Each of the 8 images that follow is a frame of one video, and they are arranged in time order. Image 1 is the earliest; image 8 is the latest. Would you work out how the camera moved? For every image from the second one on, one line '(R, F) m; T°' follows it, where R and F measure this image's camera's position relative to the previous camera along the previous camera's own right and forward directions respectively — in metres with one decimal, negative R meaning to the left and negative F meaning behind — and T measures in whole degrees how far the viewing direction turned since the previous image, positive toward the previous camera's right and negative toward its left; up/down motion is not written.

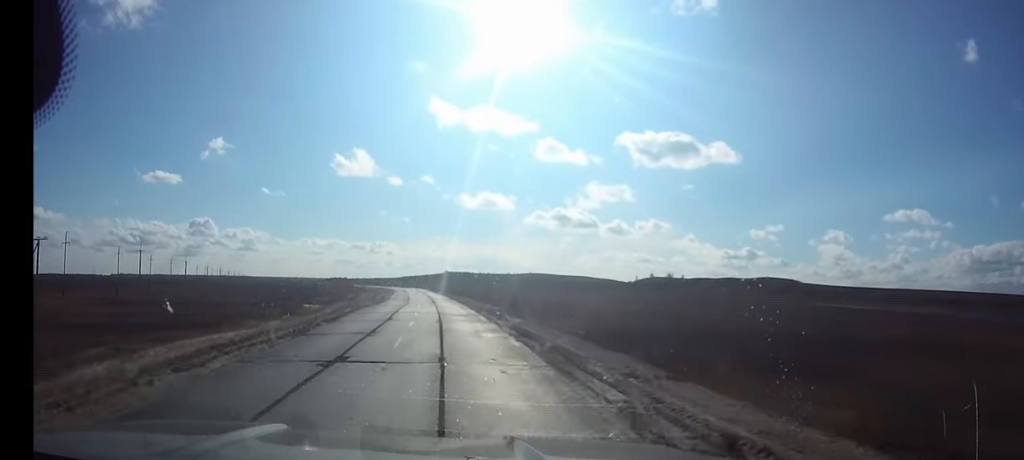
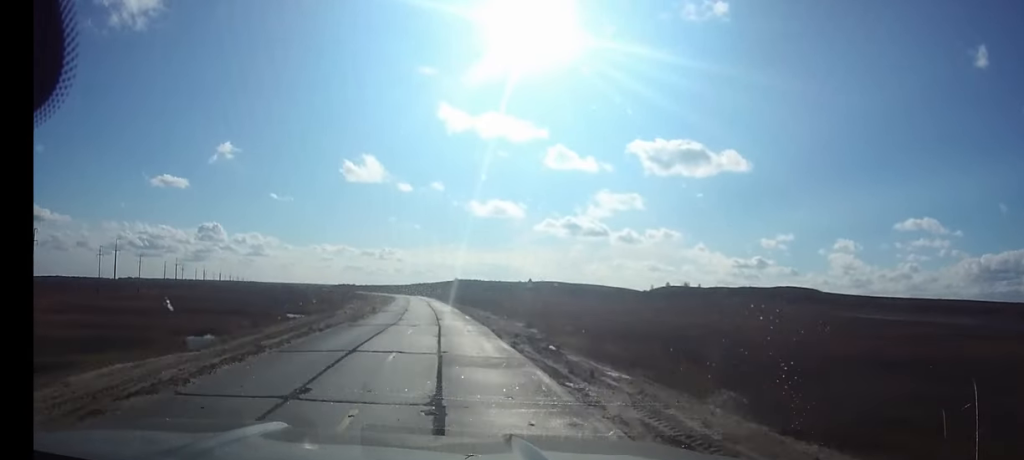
(-0.3, +15.2) m; -1°
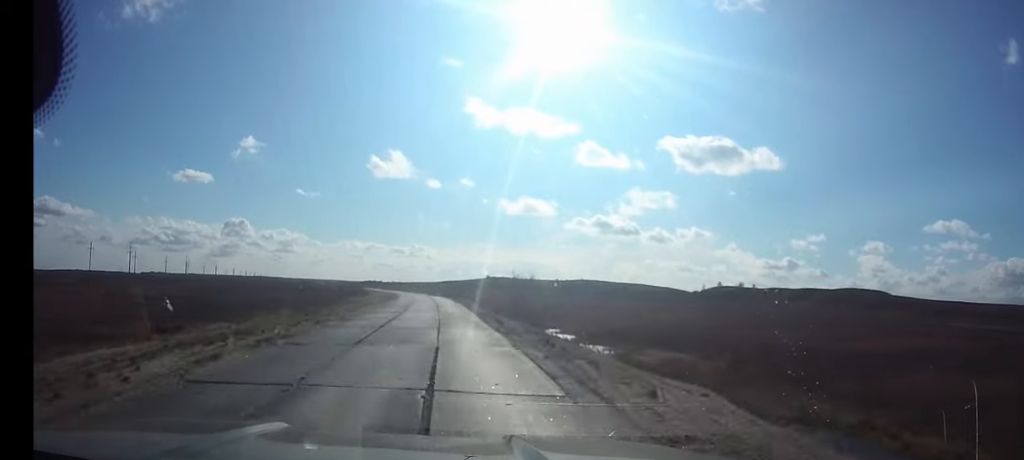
(-1.0, +47.3) m; -2°
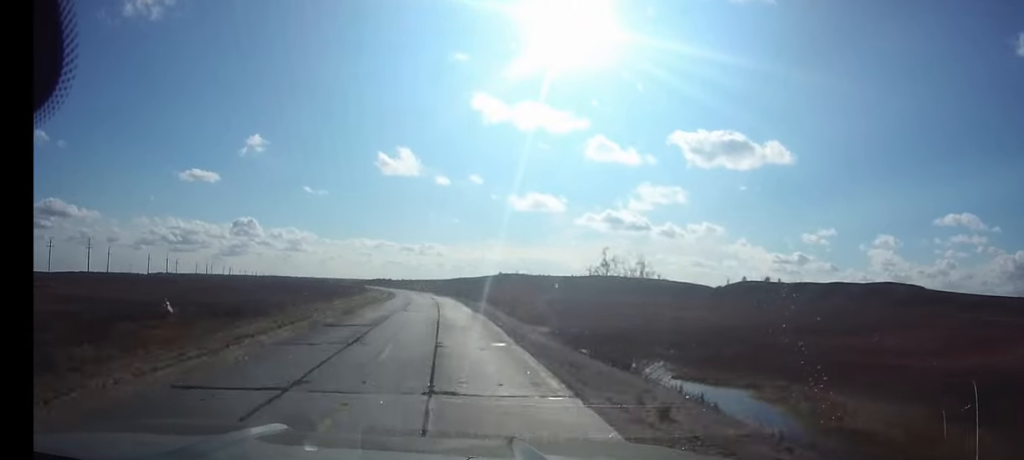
(-0.2, +23.8) m; -1°
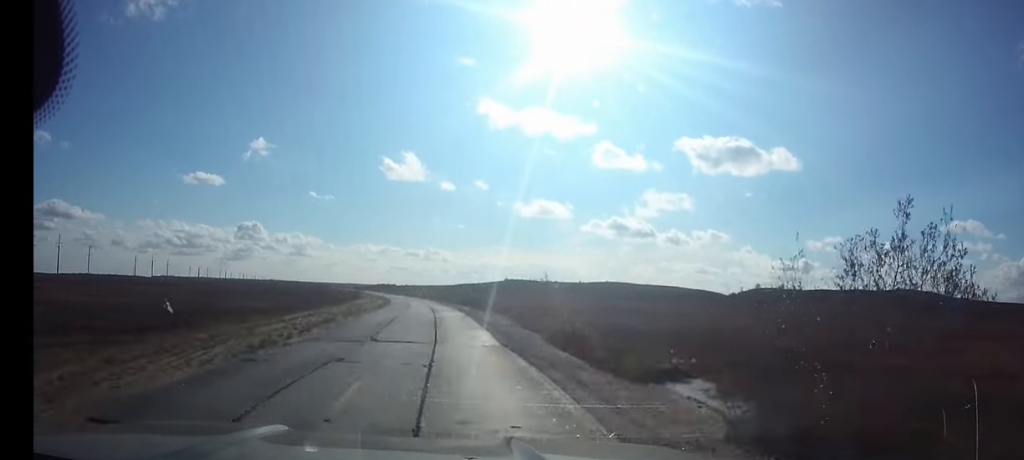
(-0.1, +13.4) m; -1°
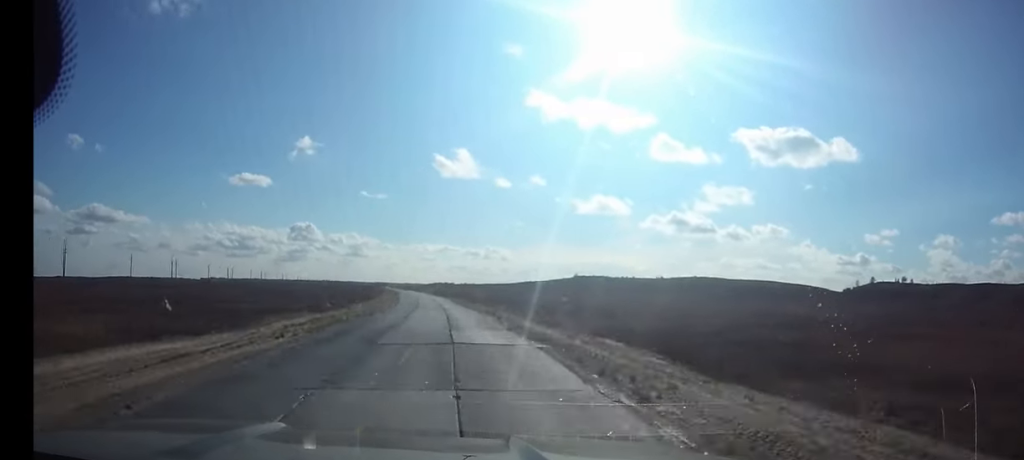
(-3.3, +74.4) m; -5°
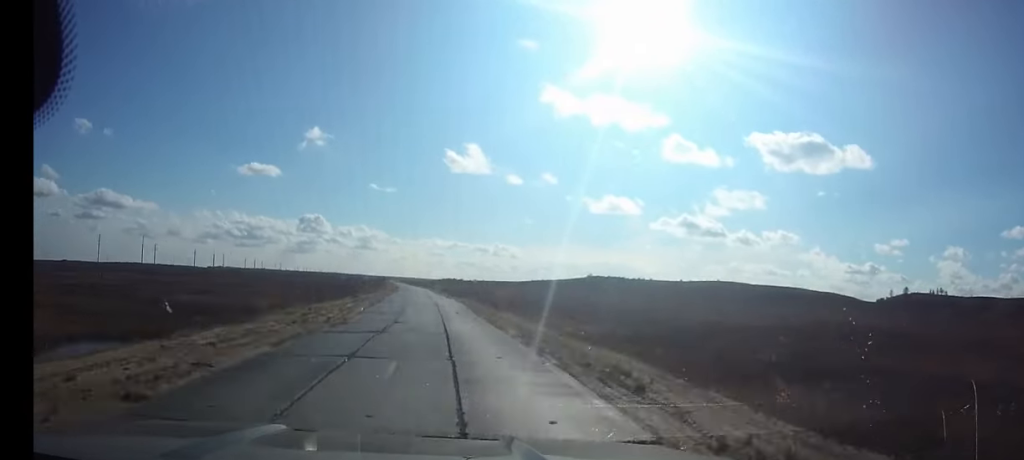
(-0.4, +26.2) m; -2°
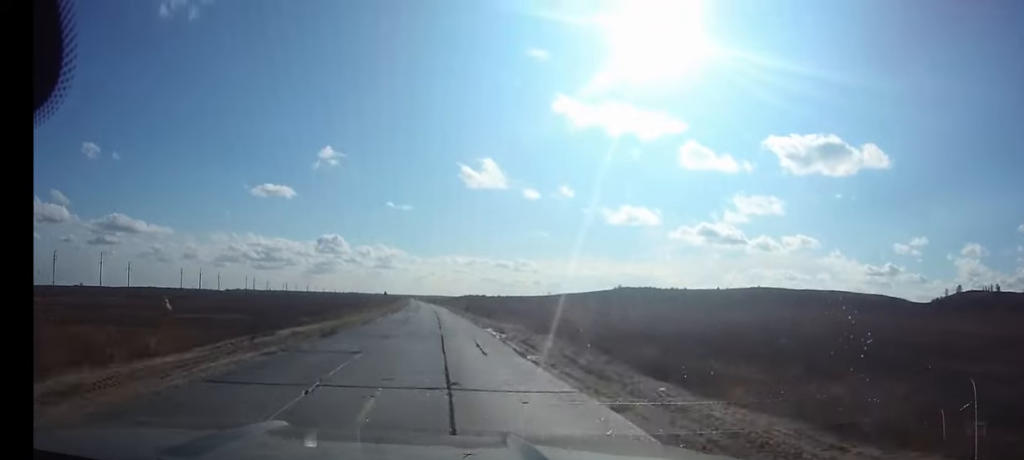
(-0.5, +33.1) m; -1°
